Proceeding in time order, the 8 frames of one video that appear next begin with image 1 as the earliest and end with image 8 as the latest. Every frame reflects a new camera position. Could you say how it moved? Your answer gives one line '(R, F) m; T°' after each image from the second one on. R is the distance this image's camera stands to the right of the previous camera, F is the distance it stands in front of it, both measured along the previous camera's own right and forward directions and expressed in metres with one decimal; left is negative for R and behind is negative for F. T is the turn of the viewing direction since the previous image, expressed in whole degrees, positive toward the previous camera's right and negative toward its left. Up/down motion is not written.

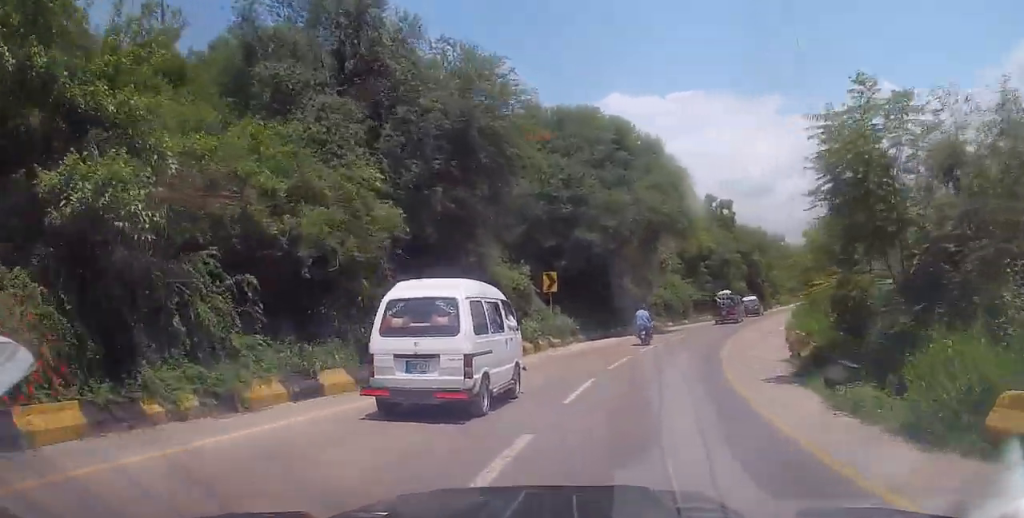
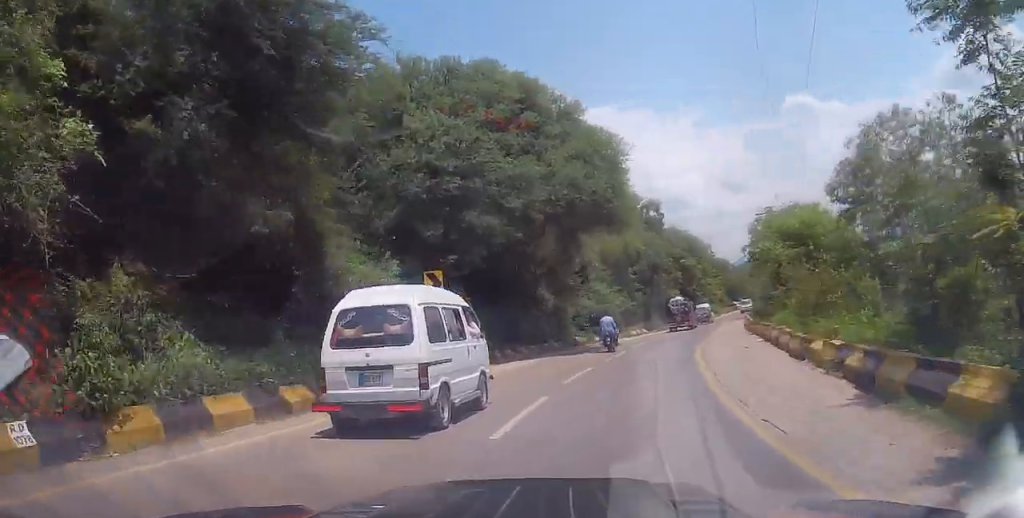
(+0.3, +8.2) m; +5°
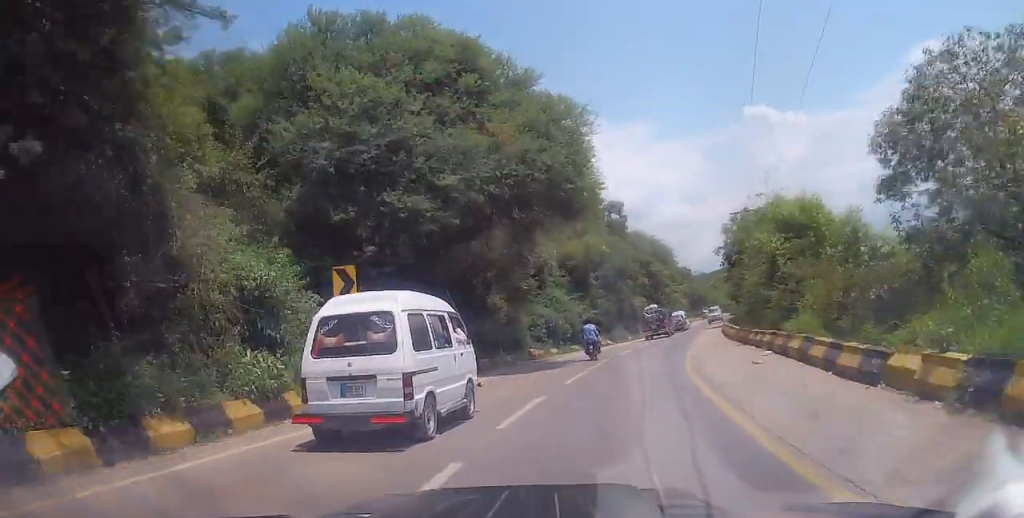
(+0.4, +4.9) m; +3°
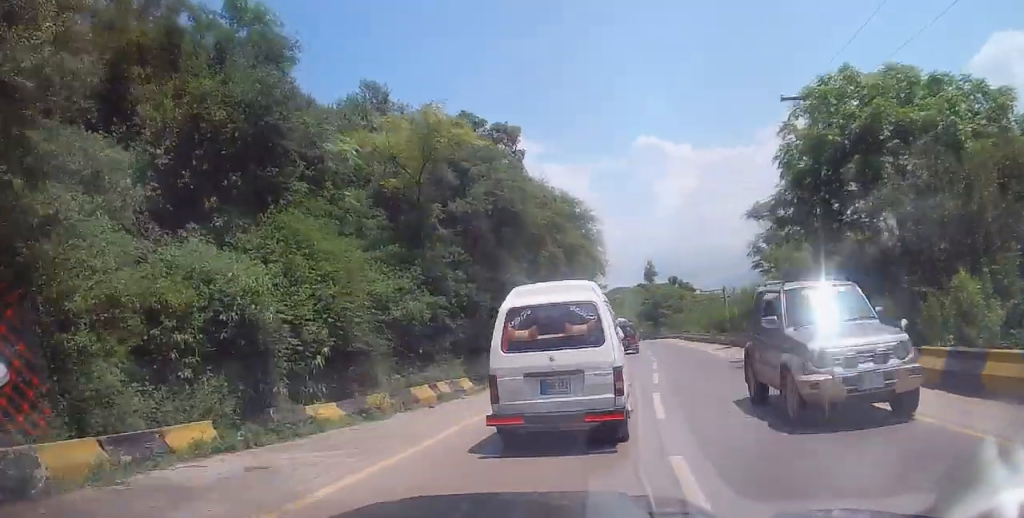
(+3.5, +29.9) m; +12°
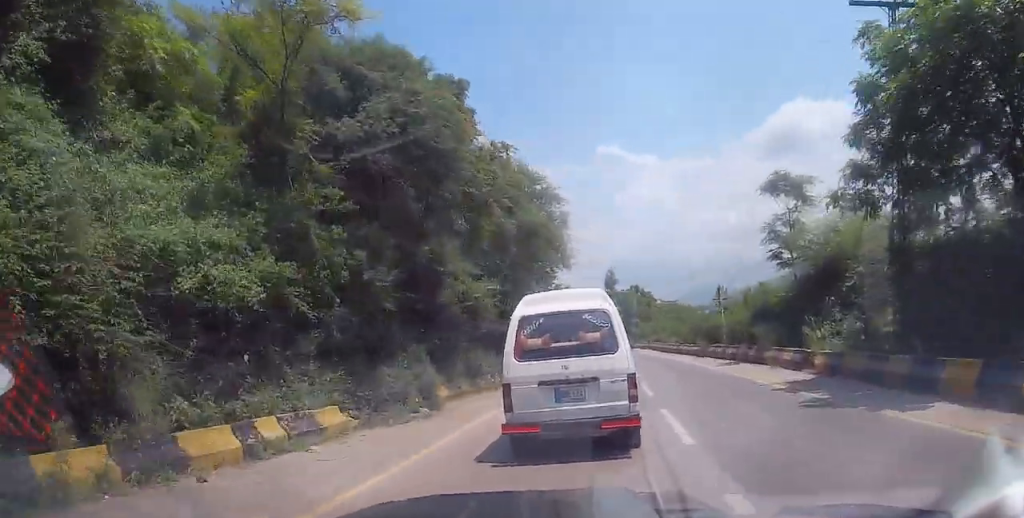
(-0.3, +7.8) m; +3°
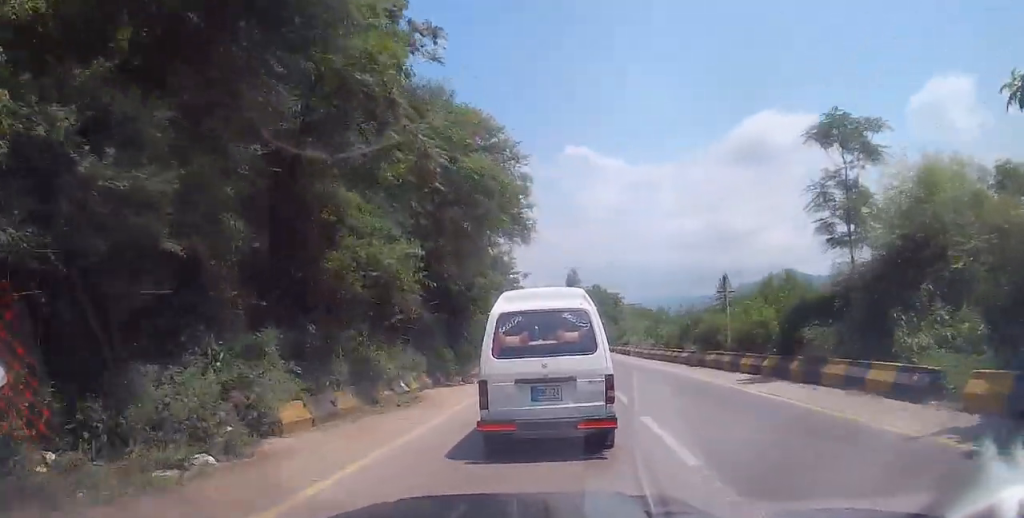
(+0.4, +7.2) m; +3°
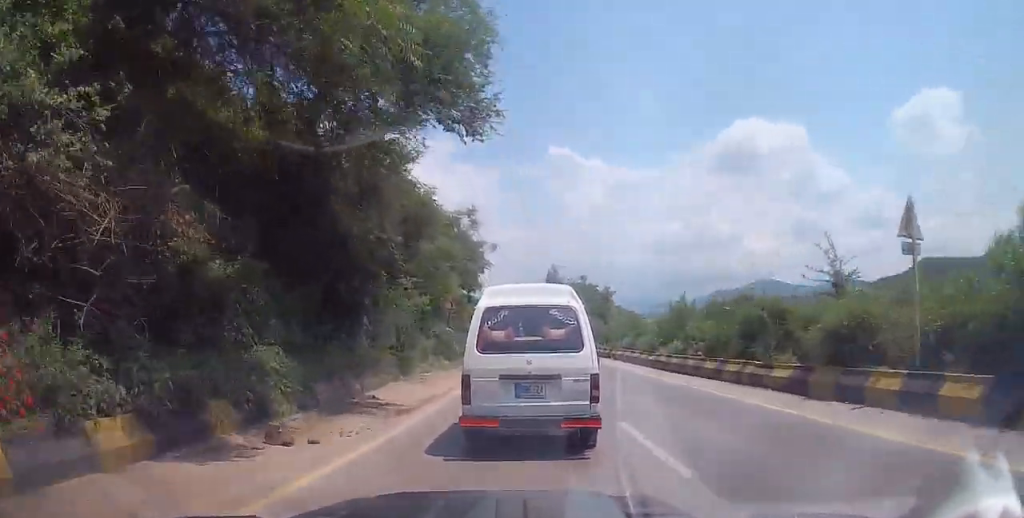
(+0.6, +12.9) m; +3°
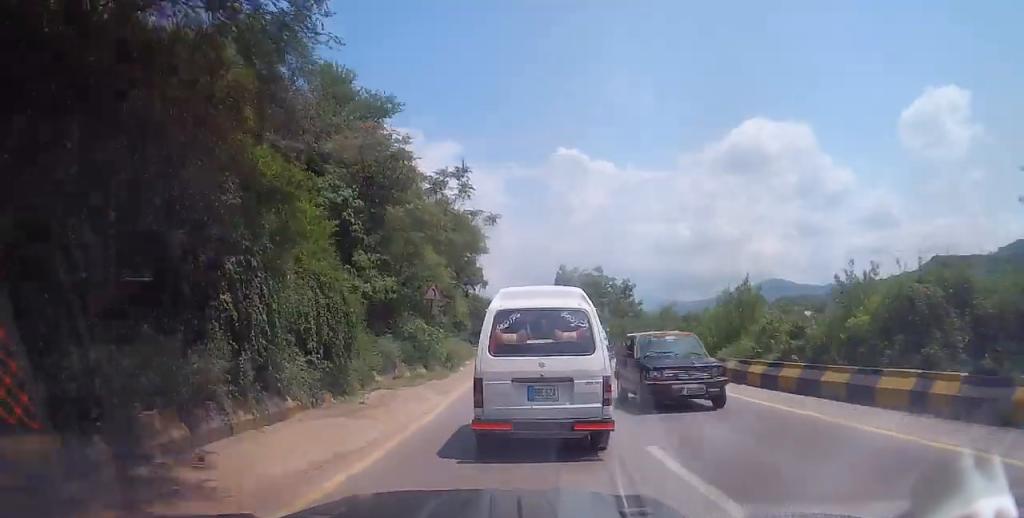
(0.0, +7.6) m; 0°
